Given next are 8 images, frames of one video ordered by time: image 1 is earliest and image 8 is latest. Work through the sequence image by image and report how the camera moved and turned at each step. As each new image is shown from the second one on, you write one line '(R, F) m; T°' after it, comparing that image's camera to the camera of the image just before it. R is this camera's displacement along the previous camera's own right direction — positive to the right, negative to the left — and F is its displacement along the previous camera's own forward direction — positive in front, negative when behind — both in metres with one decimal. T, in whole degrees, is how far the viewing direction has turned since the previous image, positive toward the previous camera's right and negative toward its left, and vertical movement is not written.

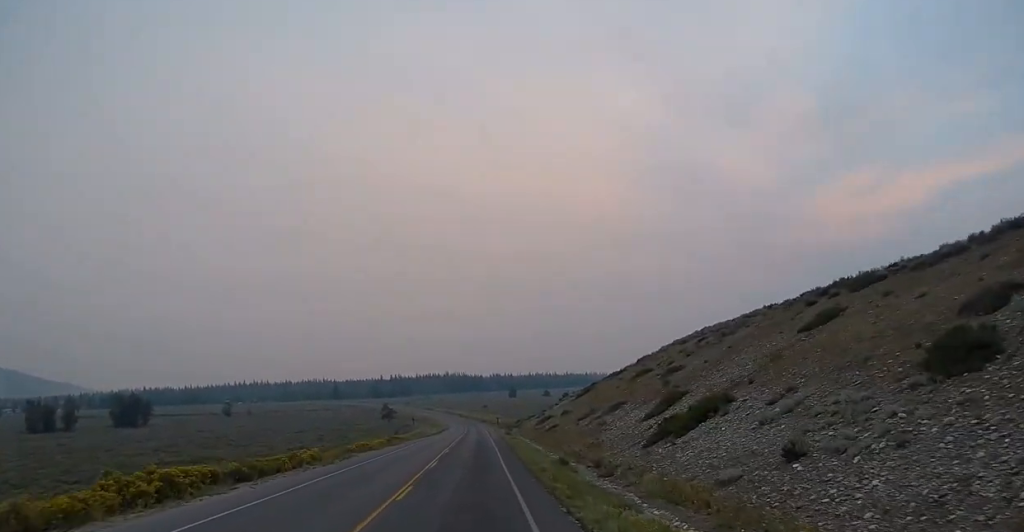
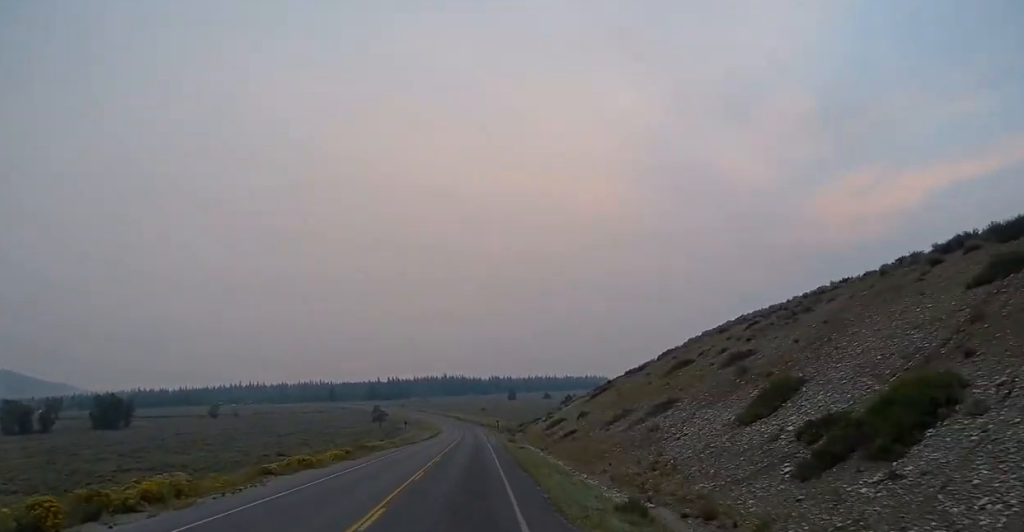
(+0.1, +16.9) m; +1°
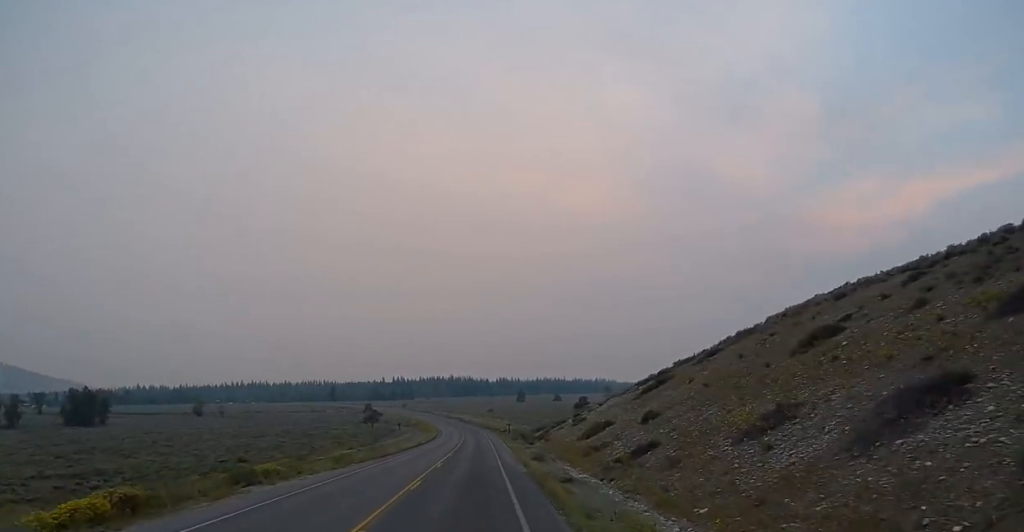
(+0.2, +28.4) m; 0°
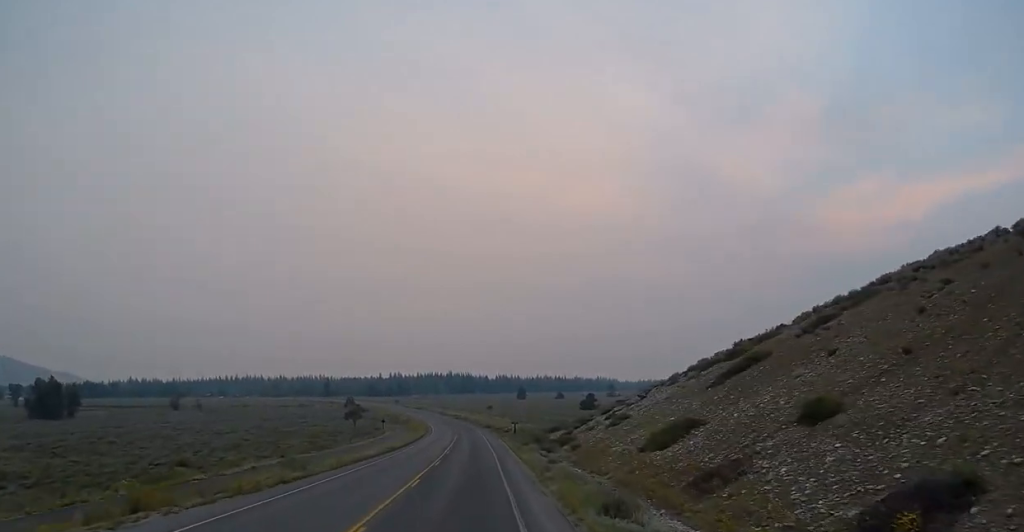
(-0.2, +24.2) m; -1°
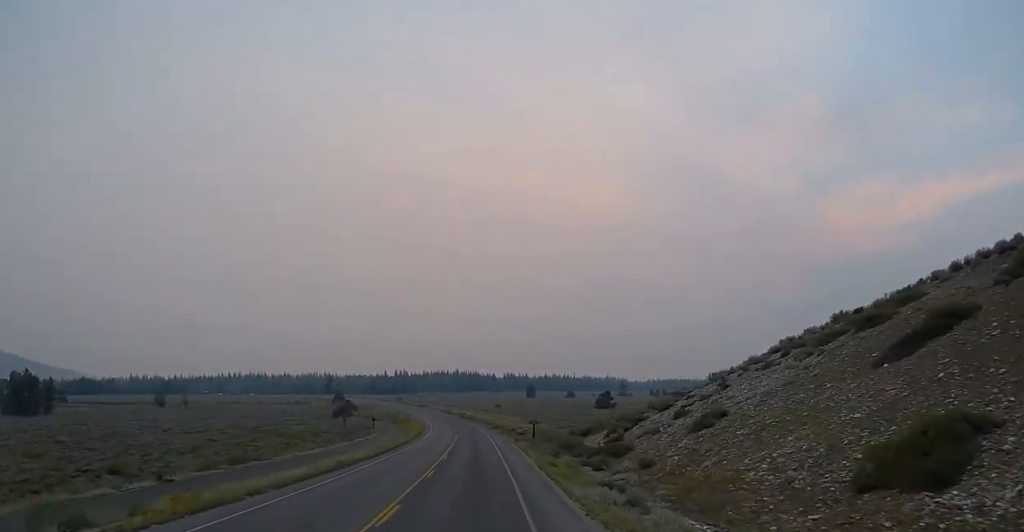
(-0.2, +20.1) m; -1°
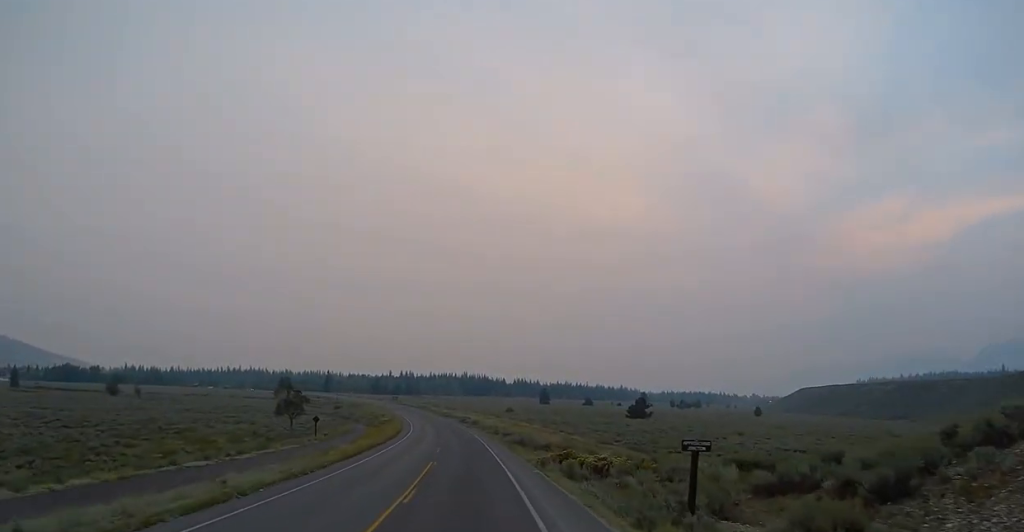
(-0.4, +44.6) m; -2°
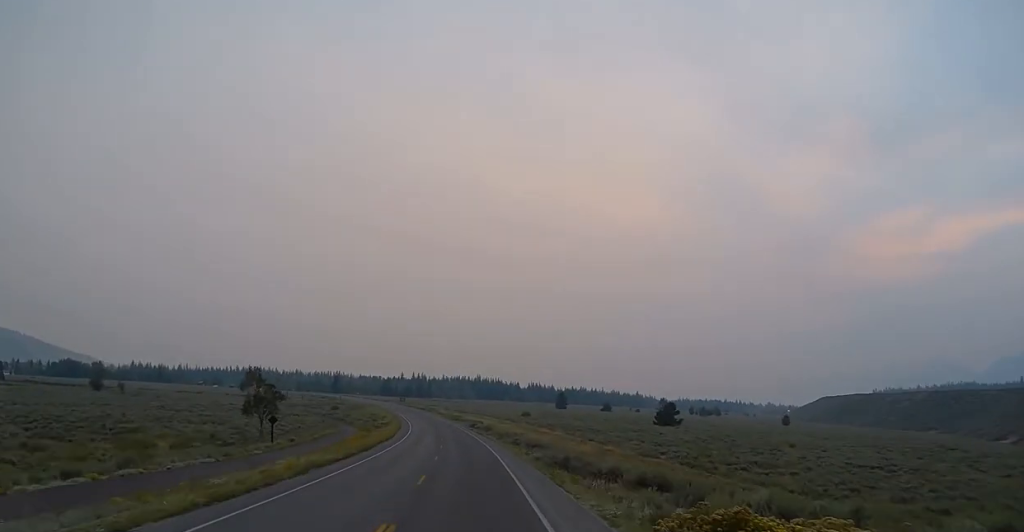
(-0.3, +20.2) m; 0°
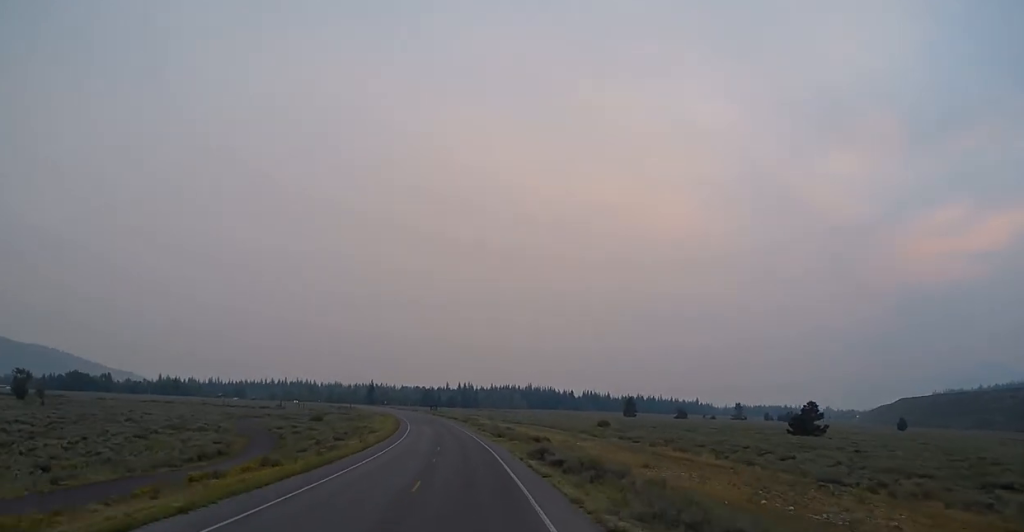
(-0.8, +63.0) m; -4°
